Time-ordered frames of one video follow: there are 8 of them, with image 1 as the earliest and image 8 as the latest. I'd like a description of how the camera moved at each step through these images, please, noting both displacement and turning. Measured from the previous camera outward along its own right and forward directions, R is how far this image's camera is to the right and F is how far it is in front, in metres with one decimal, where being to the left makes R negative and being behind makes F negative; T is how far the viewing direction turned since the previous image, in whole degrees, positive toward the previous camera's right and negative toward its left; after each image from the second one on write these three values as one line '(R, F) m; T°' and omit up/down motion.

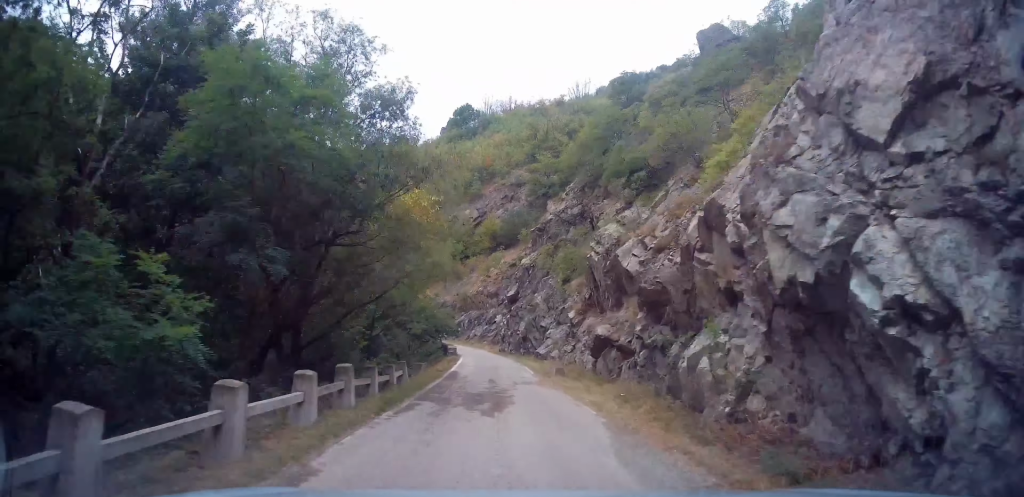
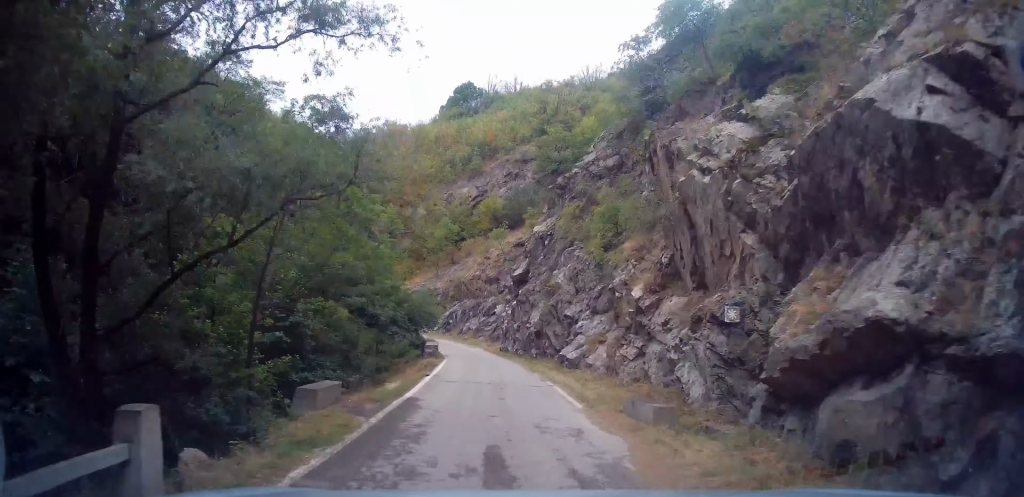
(+0.2, +11.6) m; +3°
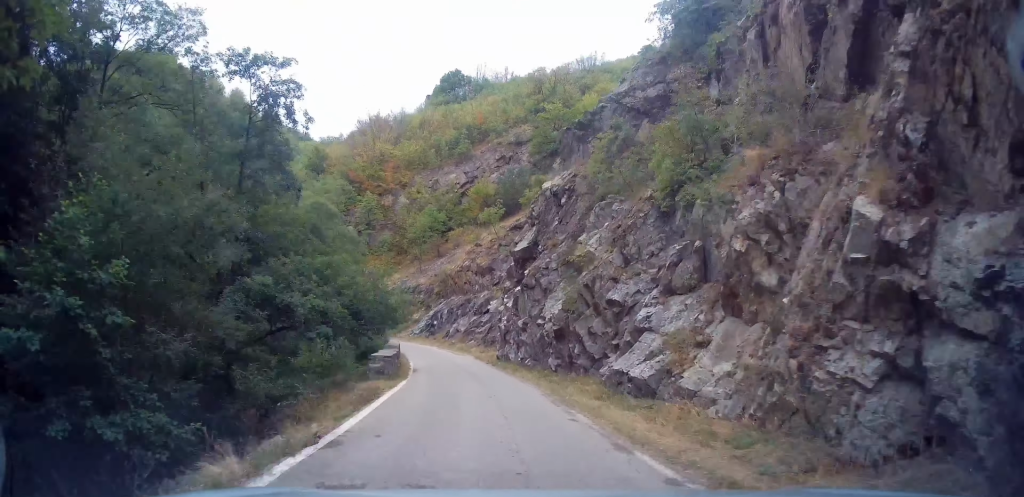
(+0.2, +9.7) m; +2°
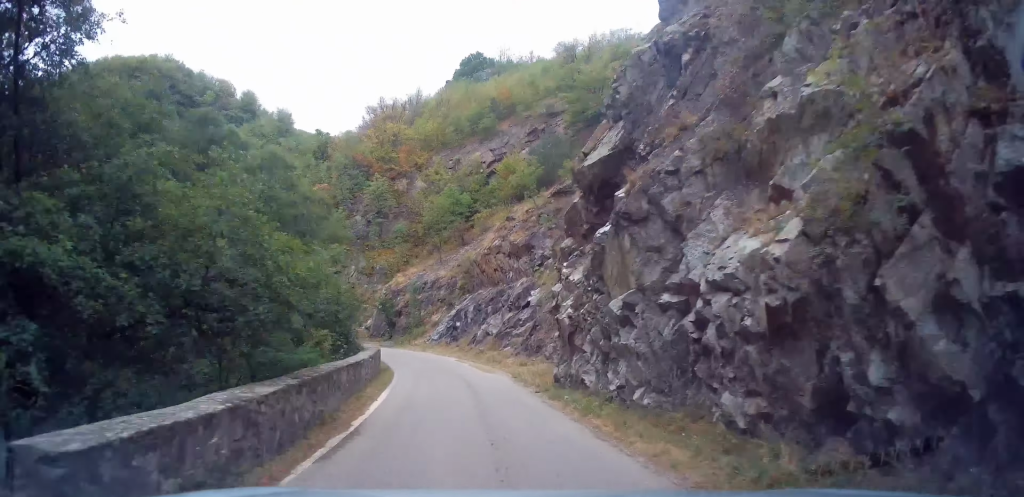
(+0.6, +11.0) m; -1°
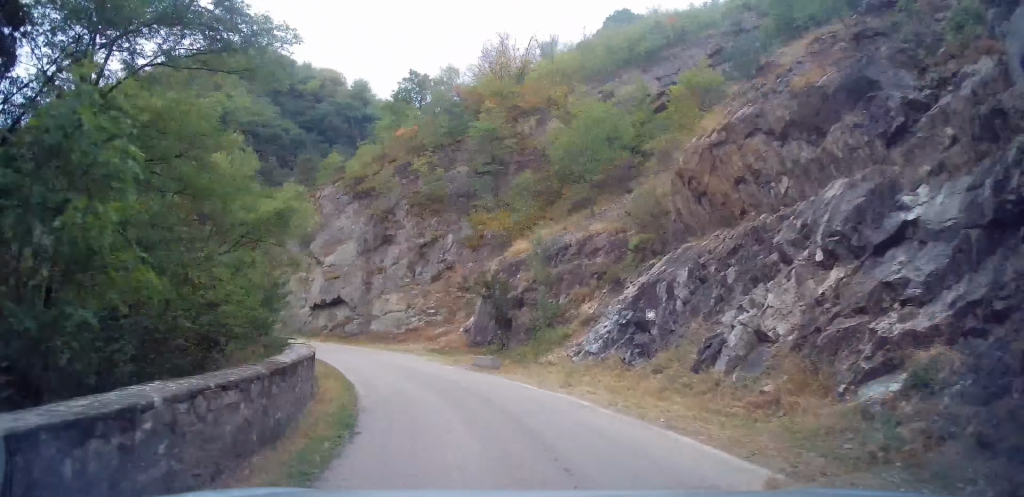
(-2.2, +19.4) m; -14°
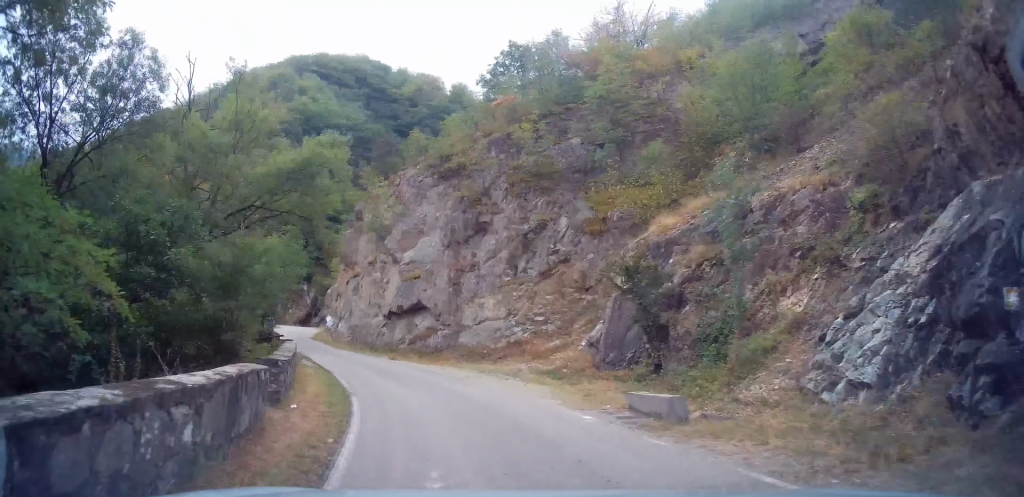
(-0.5, +9.0) m; -10°
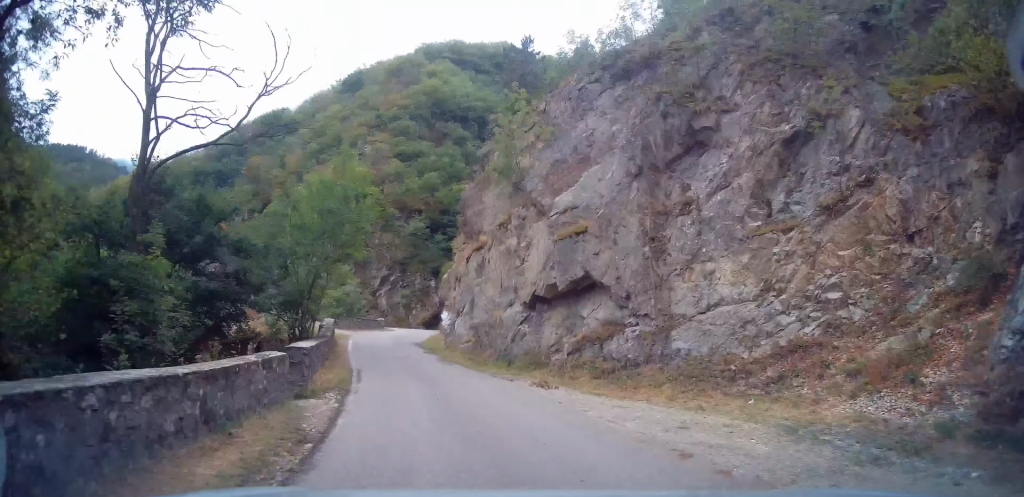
(-2.4, +13.8) m; -17°
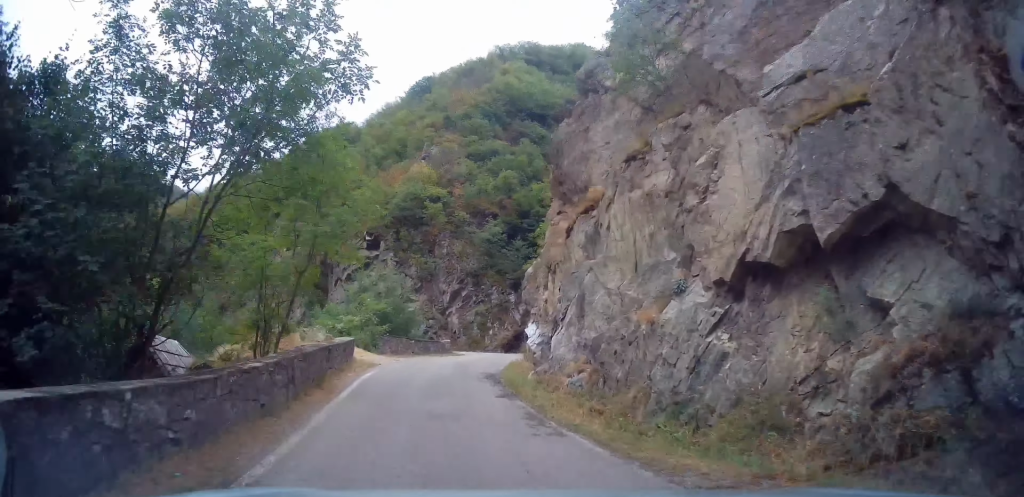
(-0.9, +9.9) m; -8°
